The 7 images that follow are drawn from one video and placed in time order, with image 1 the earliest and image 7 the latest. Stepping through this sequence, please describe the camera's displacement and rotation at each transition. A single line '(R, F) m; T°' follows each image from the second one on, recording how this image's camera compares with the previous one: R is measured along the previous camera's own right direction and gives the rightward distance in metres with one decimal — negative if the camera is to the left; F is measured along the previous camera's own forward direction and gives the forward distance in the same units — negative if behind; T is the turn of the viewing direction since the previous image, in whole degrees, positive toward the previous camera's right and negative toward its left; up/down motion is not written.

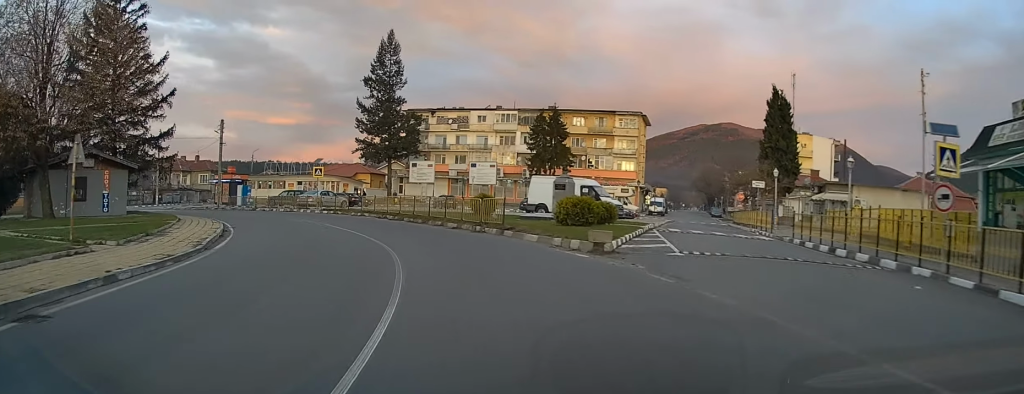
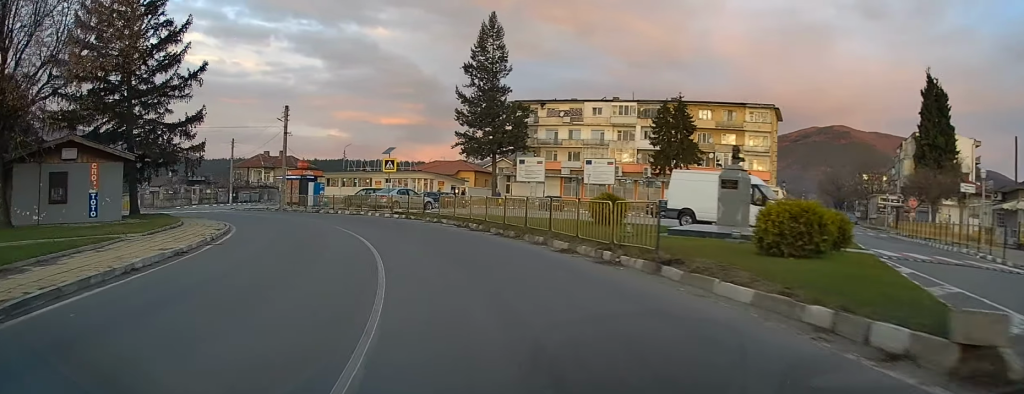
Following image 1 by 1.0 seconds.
(-0.9, +10.3) m; -9°
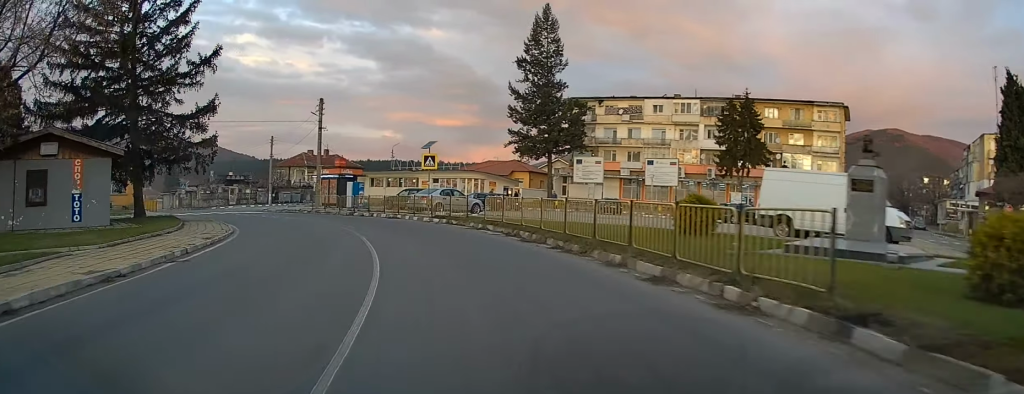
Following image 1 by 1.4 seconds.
(-0.2, +4.7) m; -4°
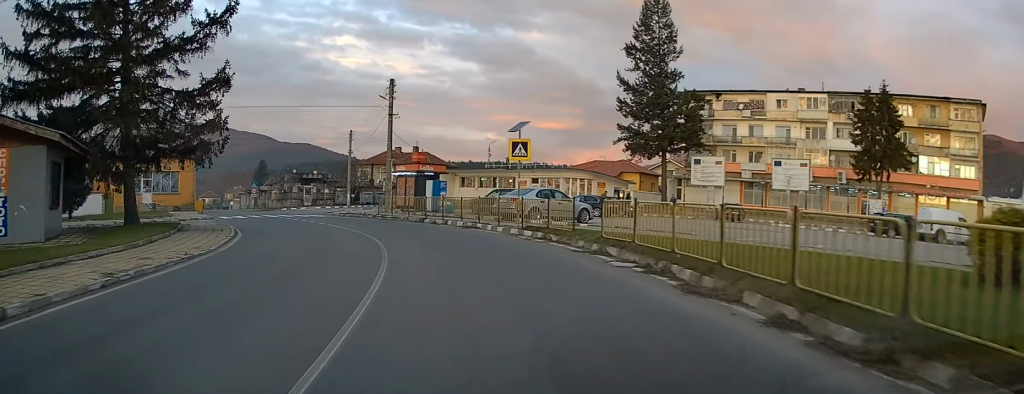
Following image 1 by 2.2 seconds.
(-0.3, +8.9) m; -8°
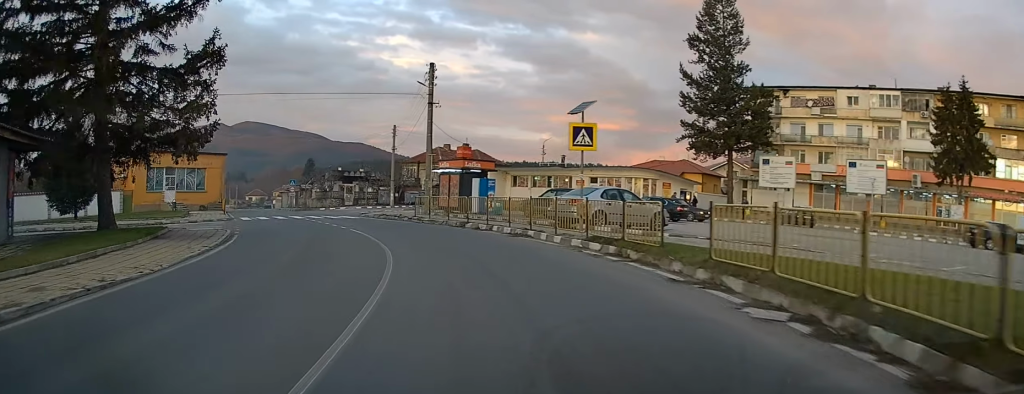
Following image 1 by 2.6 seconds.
(-0.5, +4.8) m; -5°
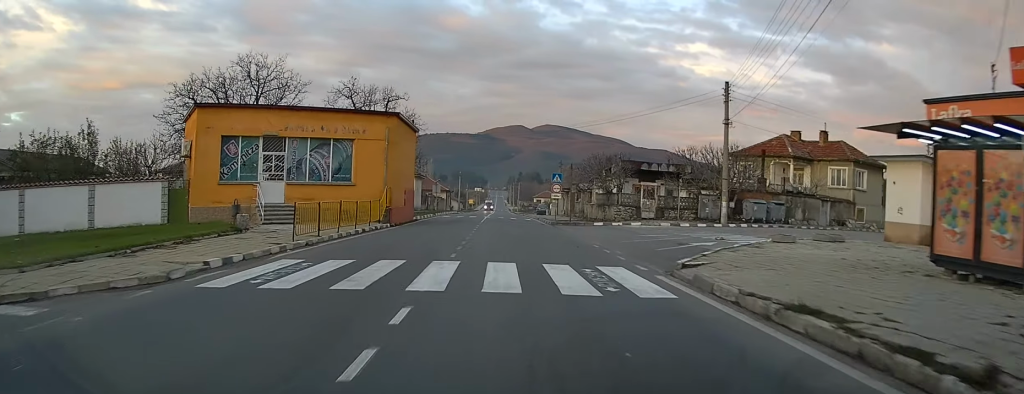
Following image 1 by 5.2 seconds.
(-6.2, +28.7) m; -23°
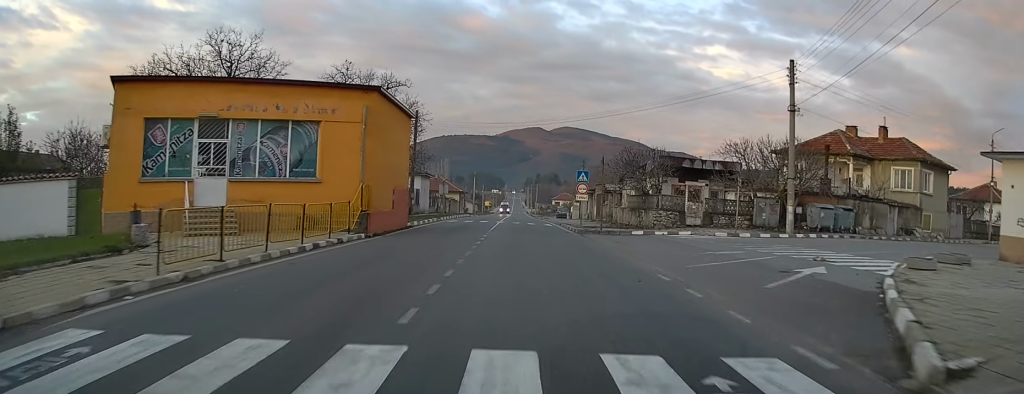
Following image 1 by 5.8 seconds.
(-0.4, +7.5) m; -1°
